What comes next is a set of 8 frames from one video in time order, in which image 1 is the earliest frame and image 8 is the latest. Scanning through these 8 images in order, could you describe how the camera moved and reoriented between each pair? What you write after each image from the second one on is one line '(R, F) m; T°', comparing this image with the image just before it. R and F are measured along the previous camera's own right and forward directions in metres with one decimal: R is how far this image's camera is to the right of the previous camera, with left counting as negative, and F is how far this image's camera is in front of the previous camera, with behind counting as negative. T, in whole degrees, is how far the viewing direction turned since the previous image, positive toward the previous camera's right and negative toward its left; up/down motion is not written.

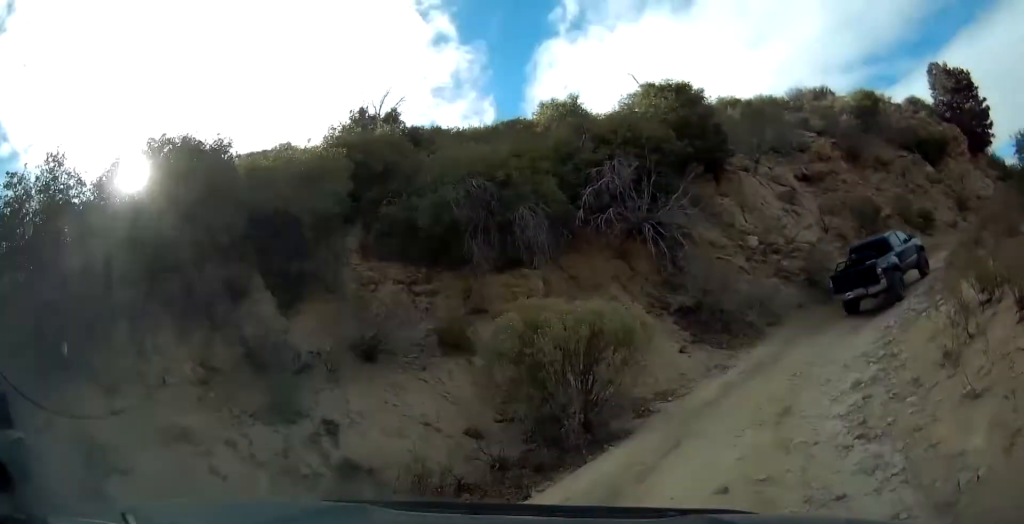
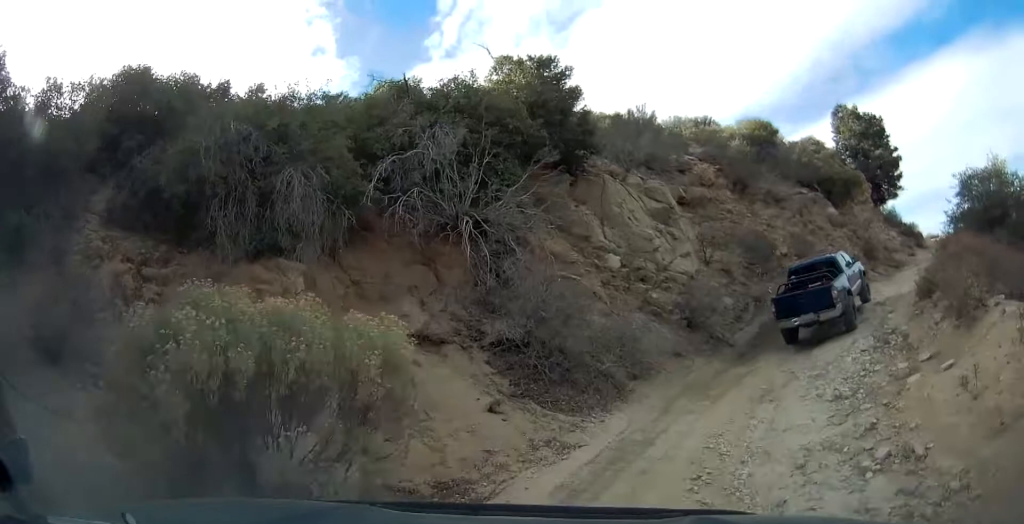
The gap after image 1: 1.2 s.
(+0.5, +4.9) m; +15°
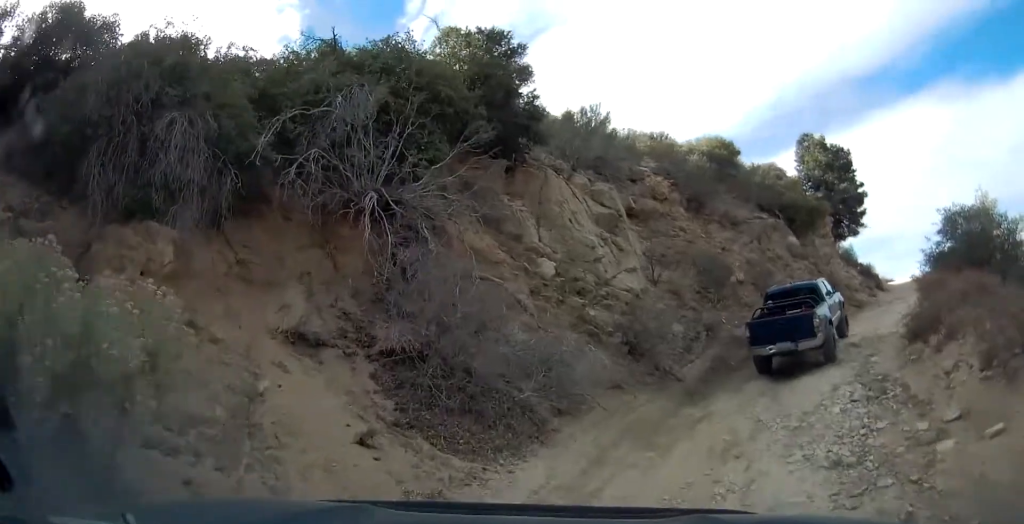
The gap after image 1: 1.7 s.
(+0.3, +2.2) m; +7°
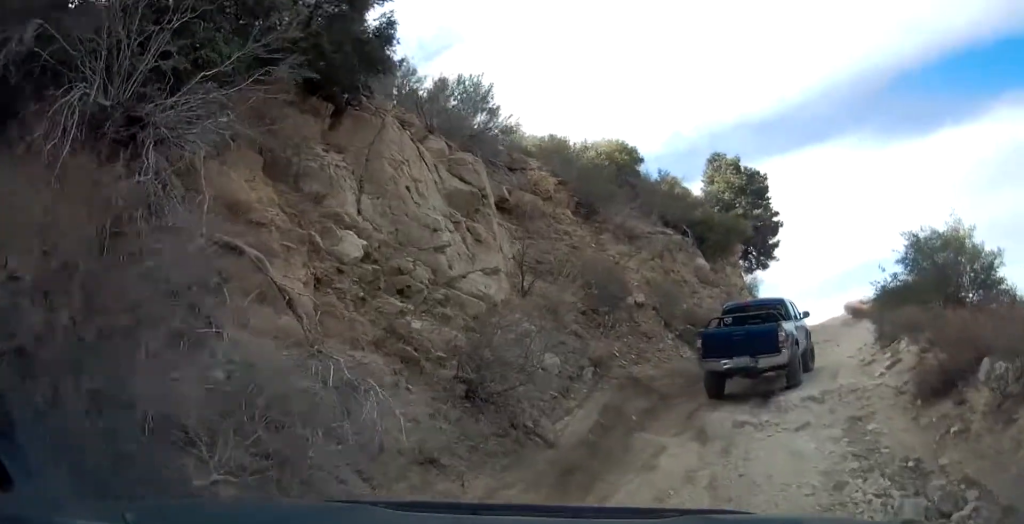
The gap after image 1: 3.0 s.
(+0.7, +5.0) m; +16°
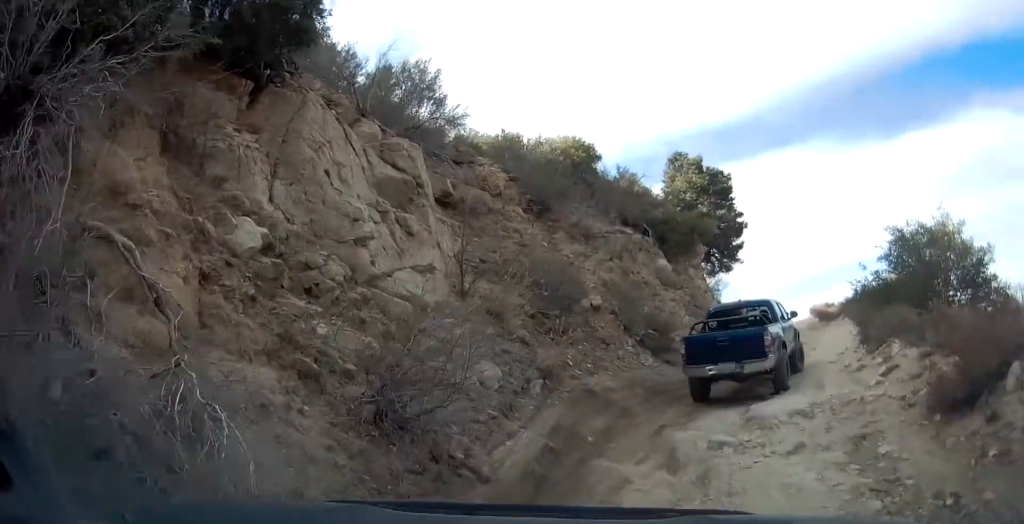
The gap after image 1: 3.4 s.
(+0.1, +1.5) m; +5°
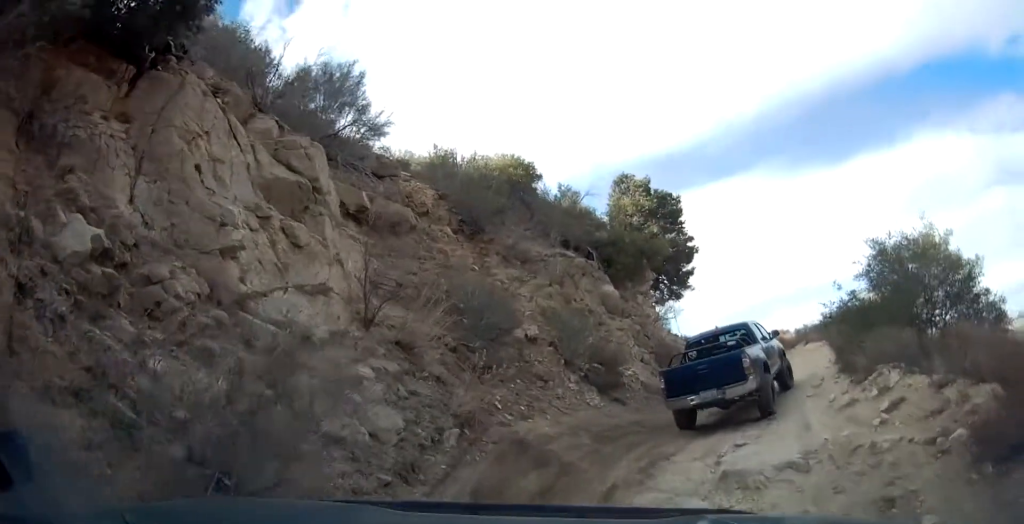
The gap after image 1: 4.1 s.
(+0.1, +2.2) m; +6°
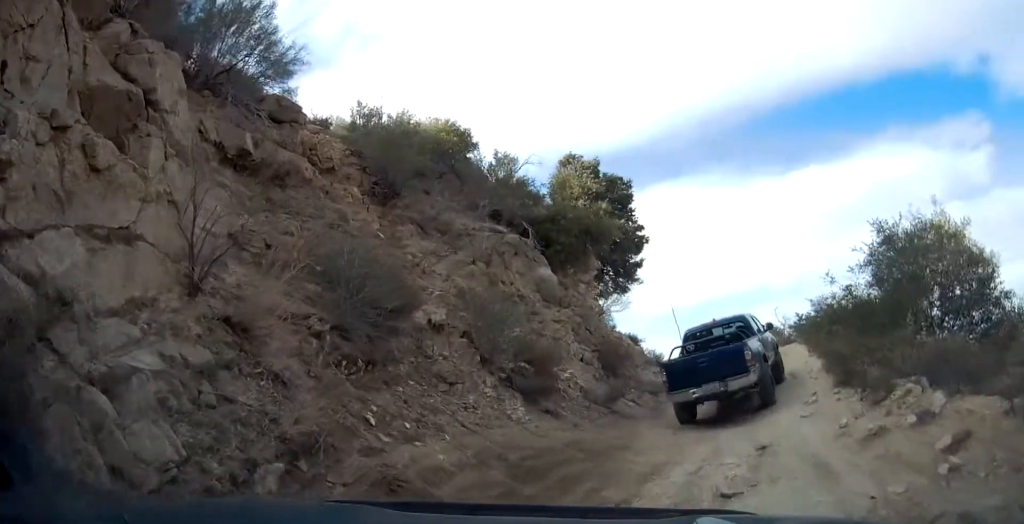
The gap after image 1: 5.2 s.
(+0.2, +3.3) m; +16°
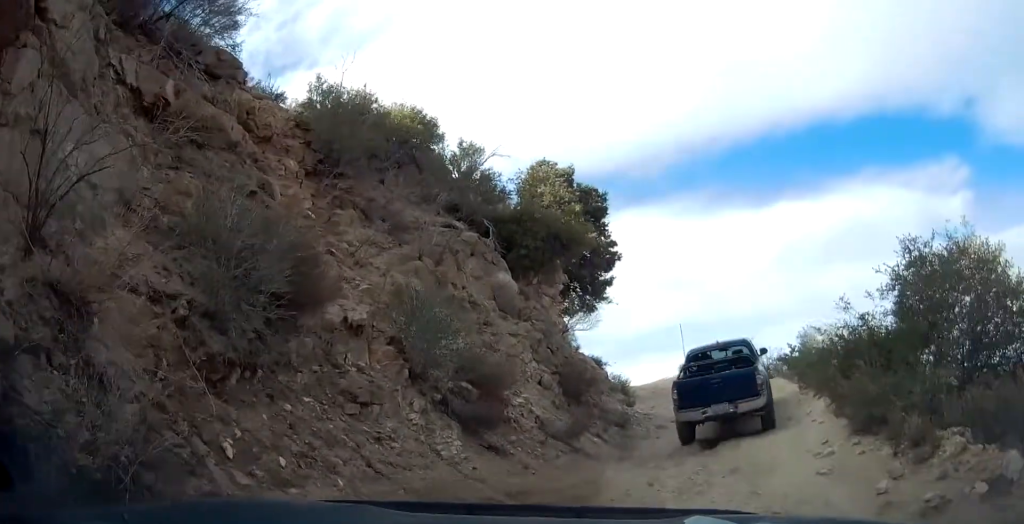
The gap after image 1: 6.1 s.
(+0.5, +2.3) m; +4°
